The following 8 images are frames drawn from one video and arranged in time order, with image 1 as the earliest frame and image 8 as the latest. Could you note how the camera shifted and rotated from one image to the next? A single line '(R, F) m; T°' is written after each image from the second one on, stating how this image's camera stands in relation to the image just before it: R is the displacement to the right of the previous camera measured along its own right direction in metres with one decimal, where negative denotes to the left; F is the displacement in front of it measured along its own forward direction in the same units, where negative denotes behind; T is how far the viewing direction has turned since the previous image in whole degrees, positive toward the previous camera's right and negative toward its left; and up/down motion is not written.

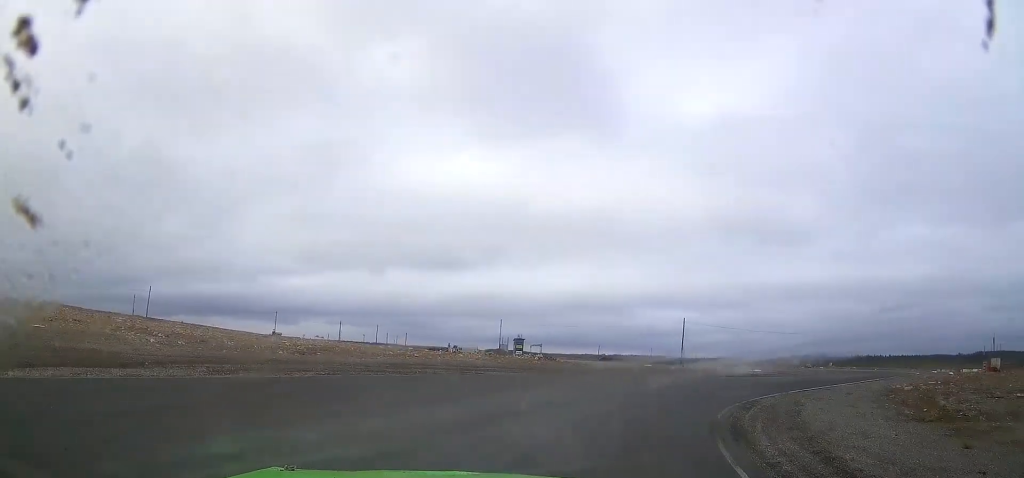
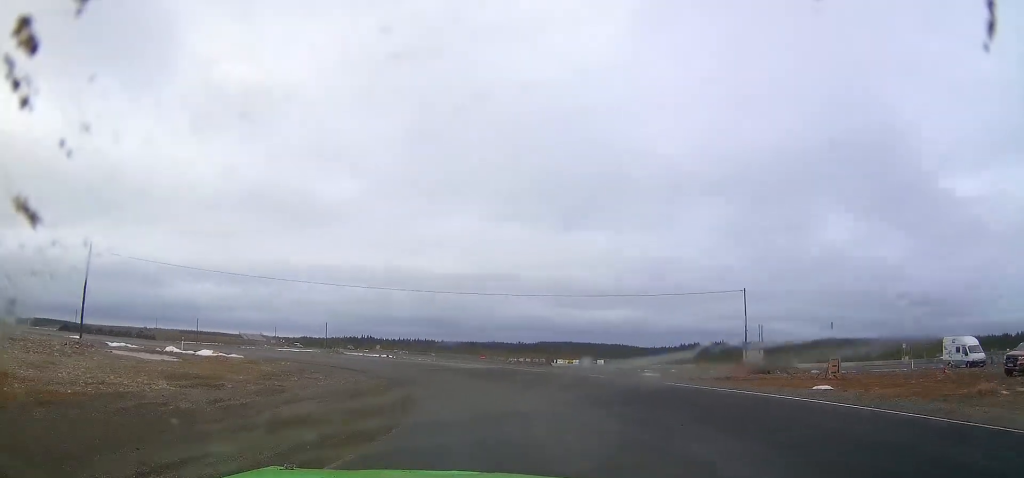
(+27.0, +30.9) m; +62°
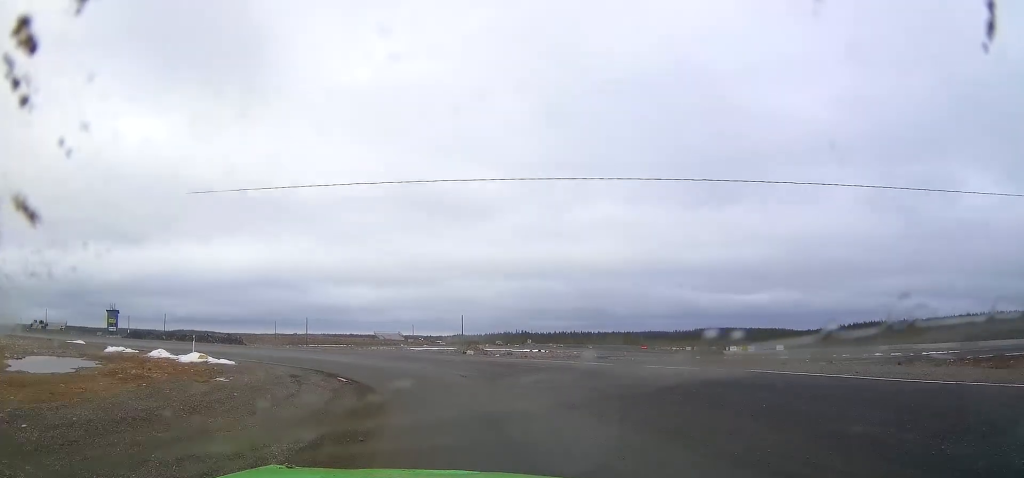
(+0.7, +23.6) m; -5°
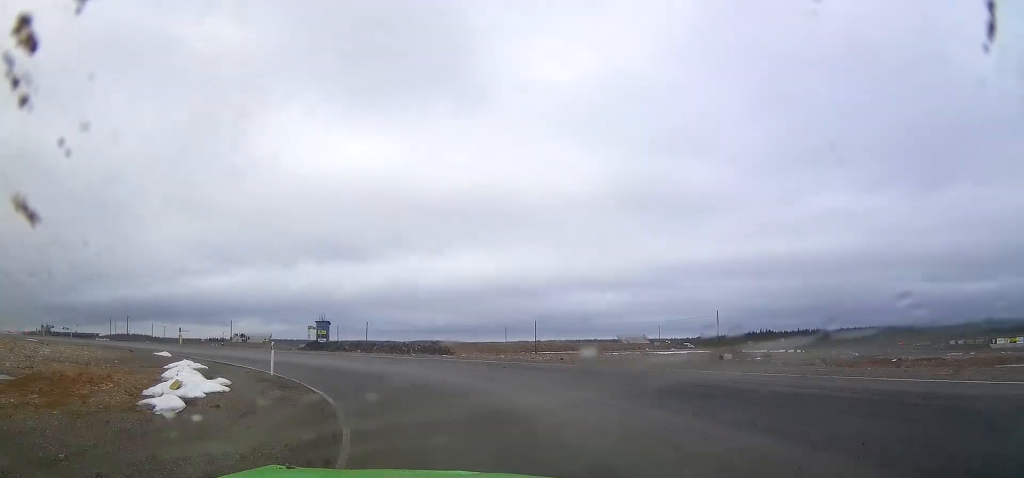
(-2.5, +20.5) m; -20°
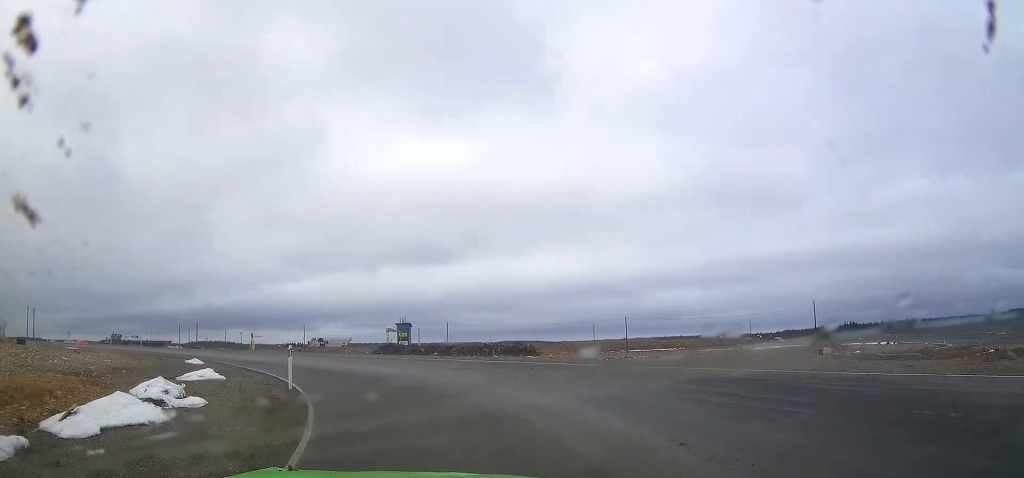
(-1.1, +6.2) m; -10°
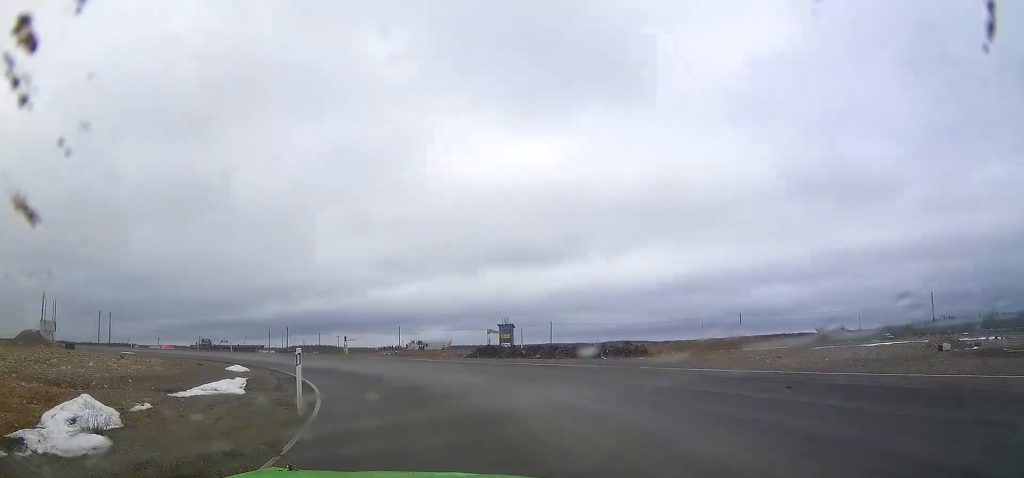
(-0.3, +6.7) m; -11°
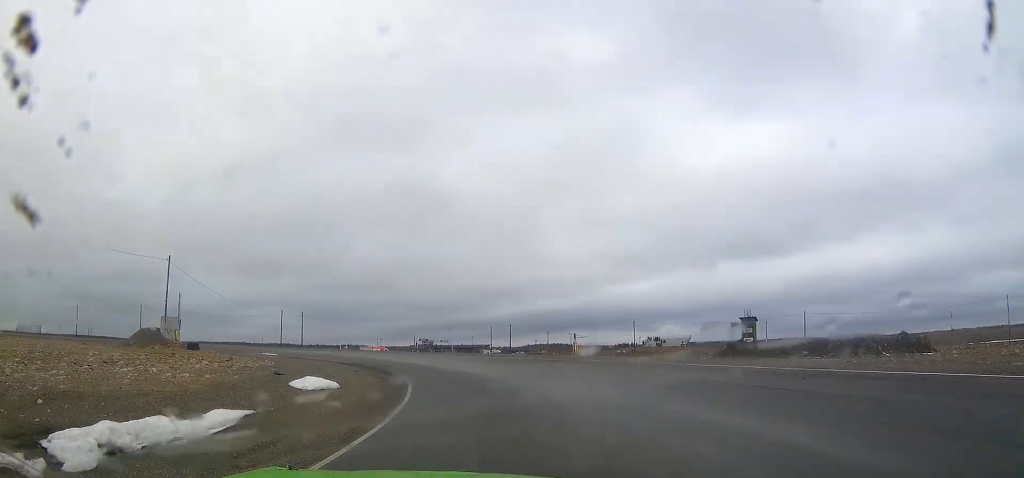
(-2.5, +12.3) m; -20°
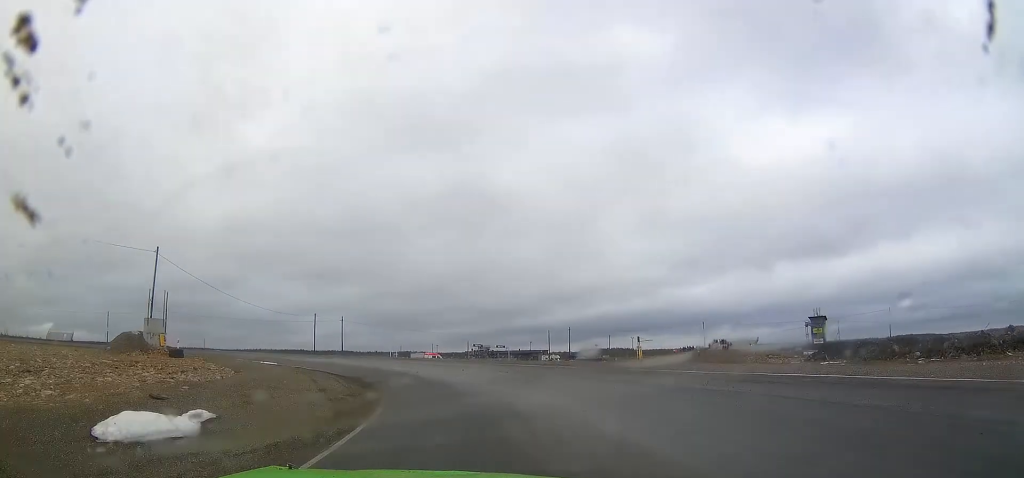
(-0.8, +7.7) m; -12°
